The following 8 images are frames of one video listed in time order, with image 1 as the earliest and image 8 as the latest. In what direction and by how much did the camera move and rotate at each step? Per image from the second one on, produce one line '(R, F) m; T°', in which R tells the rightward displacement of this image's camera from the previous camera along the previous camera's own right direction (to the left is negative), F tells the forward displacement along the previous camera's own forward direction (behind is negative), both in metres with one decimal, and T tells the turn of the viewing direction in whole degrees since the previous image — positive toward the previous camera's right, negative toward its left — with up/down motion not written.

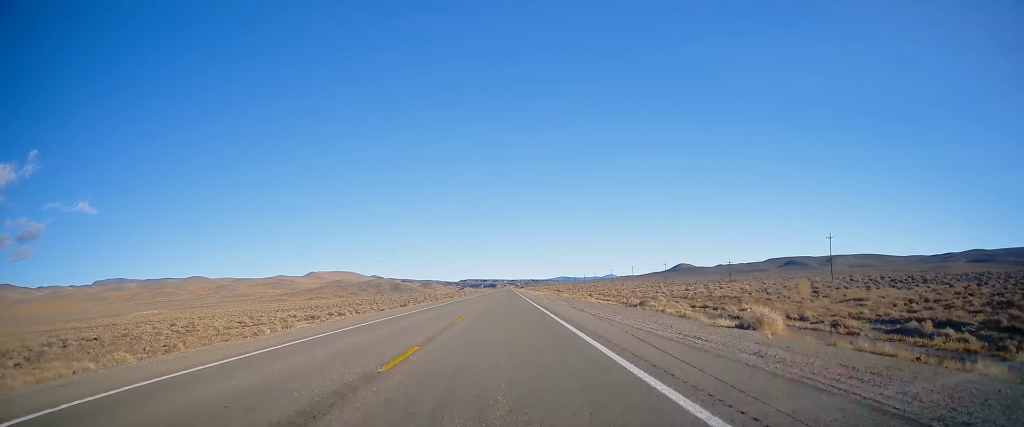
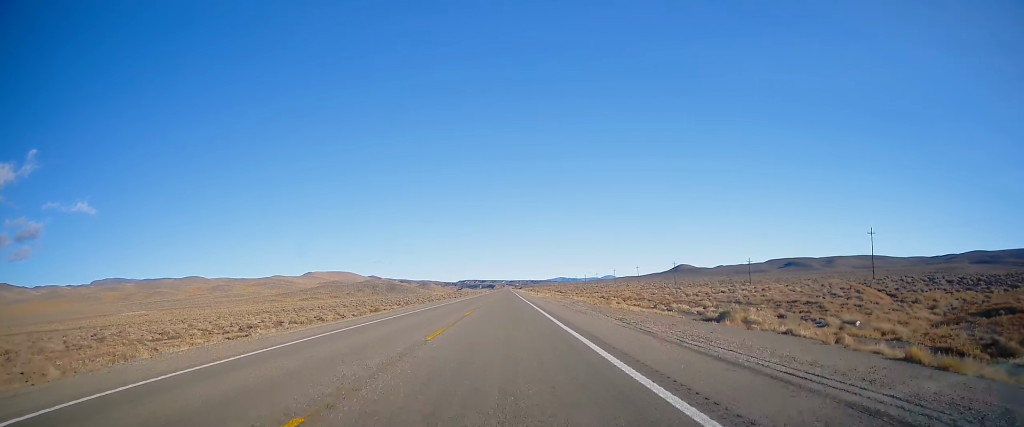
(0.0, +18.8) m; 0°
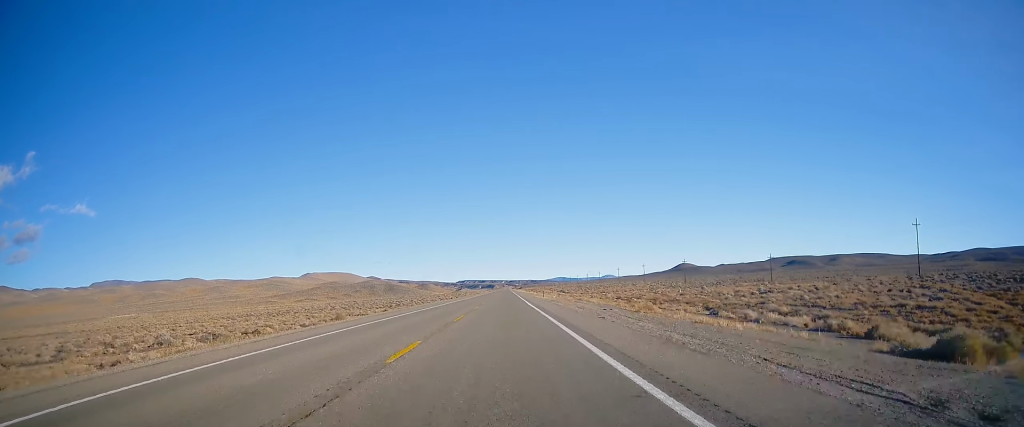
(-0.2, +16.5) m; 0°
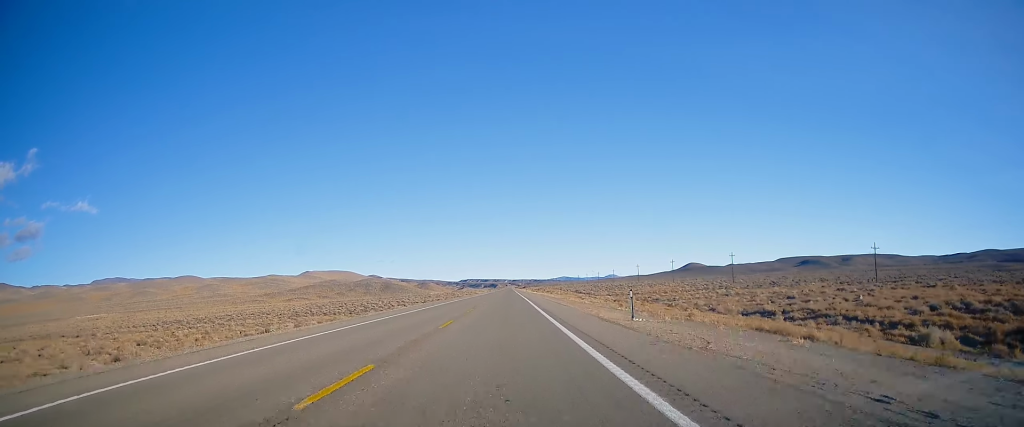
(+0.3, +52.8) m; 0°
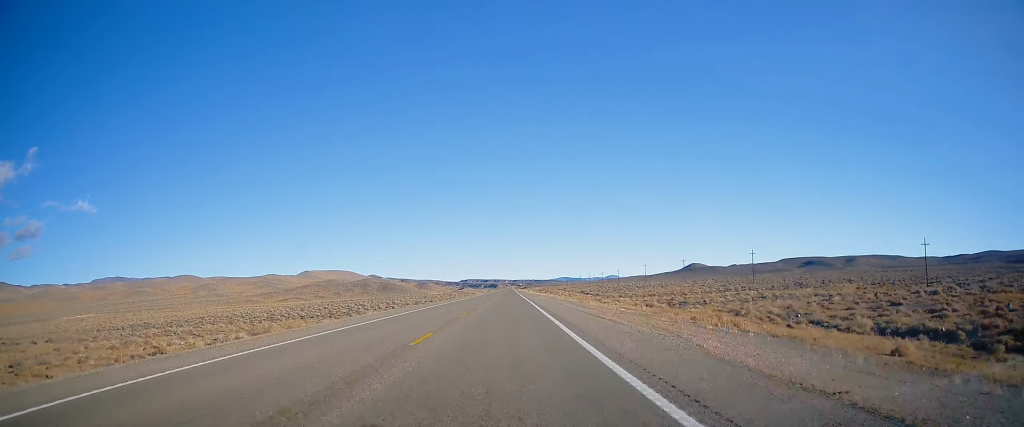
(-0.2, +17.6) m; 0°
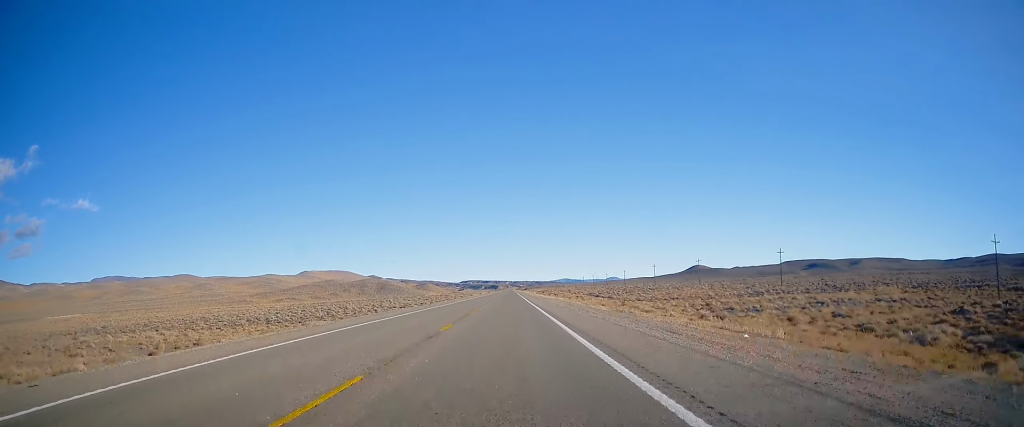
(0.0, +20.0) m; 0°
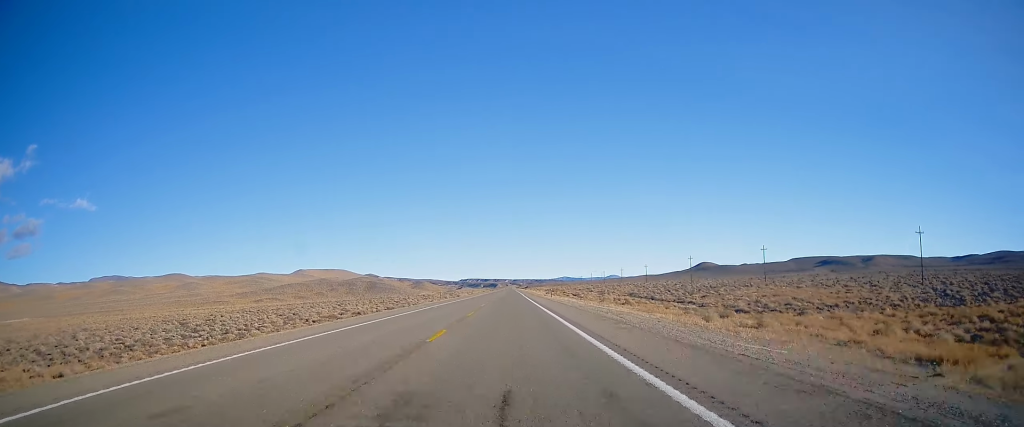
(+0.1, +64.0) m; 0°
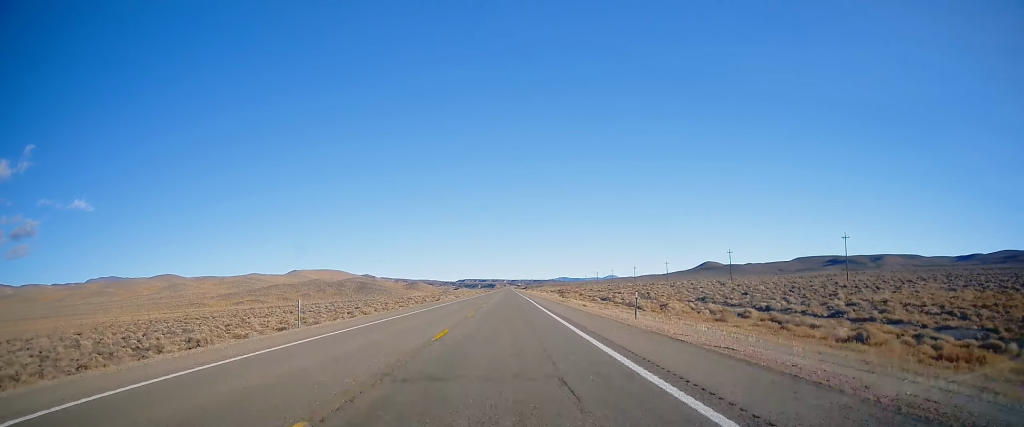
(-0.2, +47.5) m; 0°
